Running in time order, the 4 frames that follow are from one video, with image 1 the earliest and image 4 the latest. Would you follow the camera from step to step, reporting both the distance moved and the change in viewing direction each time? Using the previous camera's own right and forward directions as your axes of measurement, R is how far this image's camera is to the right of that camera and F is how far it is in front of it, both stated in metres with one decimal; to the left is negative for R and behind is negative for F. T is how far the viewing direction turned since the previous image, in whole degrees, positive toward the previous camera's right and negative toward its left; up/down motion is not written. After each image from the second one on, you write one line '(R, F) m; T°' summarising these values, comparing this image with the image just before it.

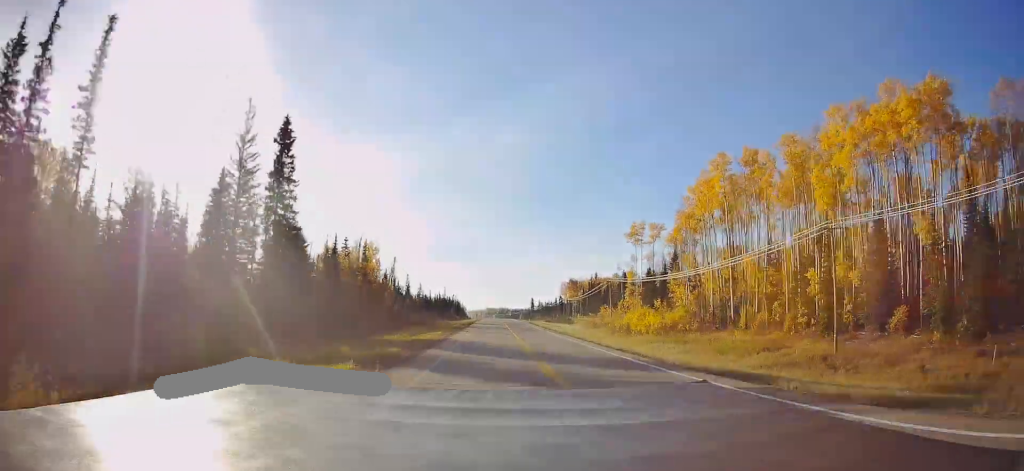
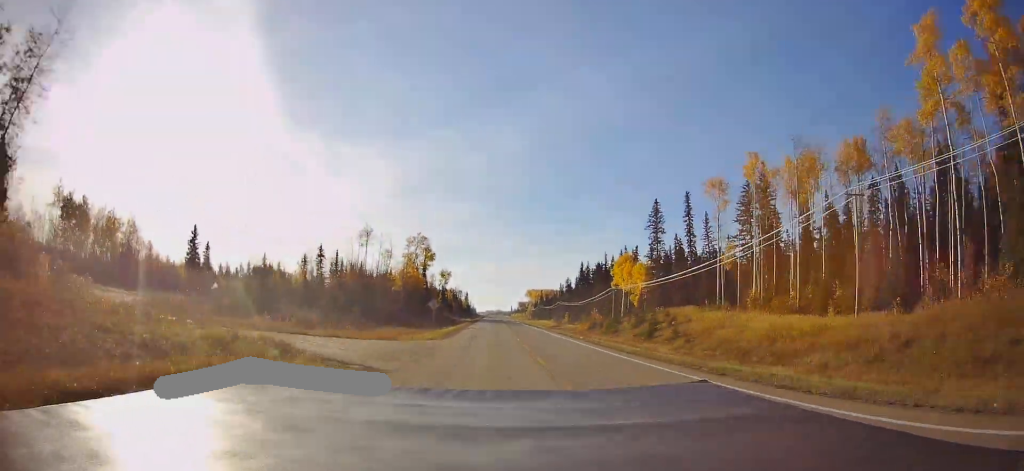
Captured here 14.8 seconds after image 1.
(-0.5, +432.6) m; 0°
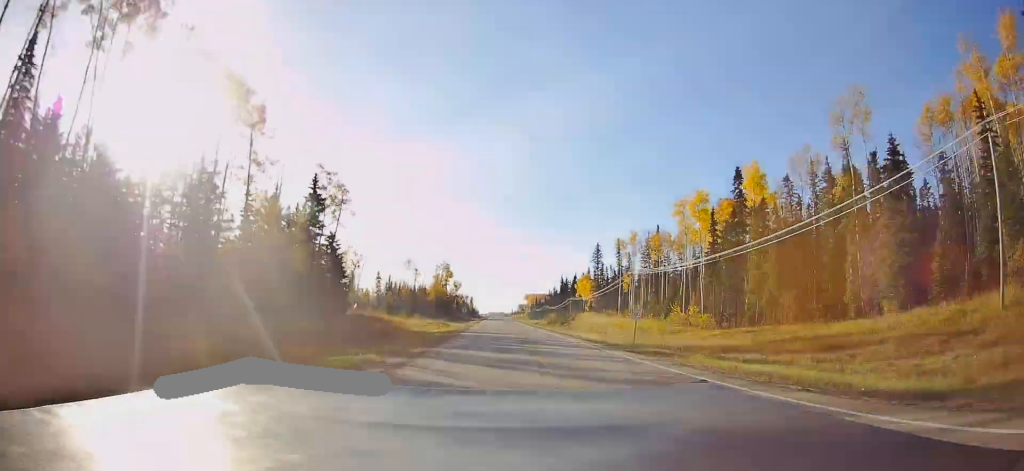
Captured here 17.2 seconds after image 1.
(+0.3, +69.9) m; 0°
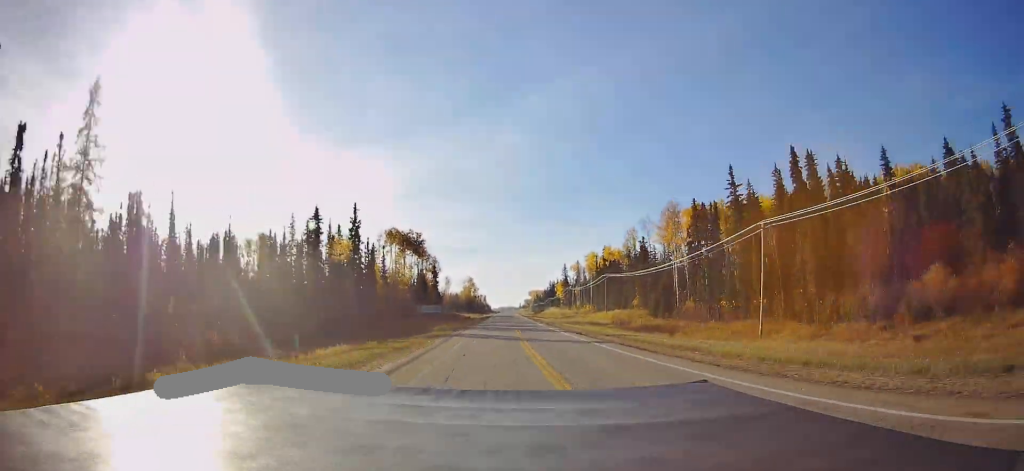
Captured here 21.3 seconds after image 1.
(-0.7, +118.3) m; -1°
